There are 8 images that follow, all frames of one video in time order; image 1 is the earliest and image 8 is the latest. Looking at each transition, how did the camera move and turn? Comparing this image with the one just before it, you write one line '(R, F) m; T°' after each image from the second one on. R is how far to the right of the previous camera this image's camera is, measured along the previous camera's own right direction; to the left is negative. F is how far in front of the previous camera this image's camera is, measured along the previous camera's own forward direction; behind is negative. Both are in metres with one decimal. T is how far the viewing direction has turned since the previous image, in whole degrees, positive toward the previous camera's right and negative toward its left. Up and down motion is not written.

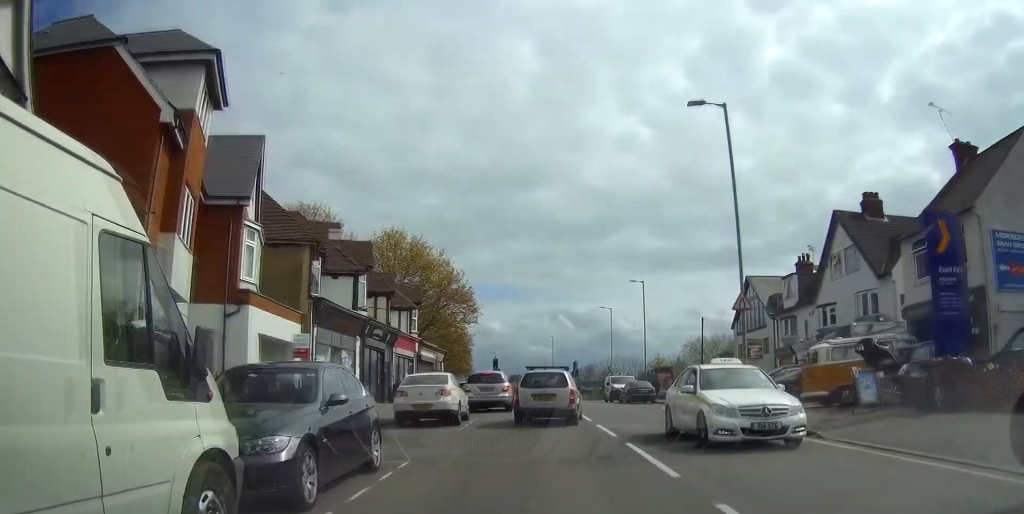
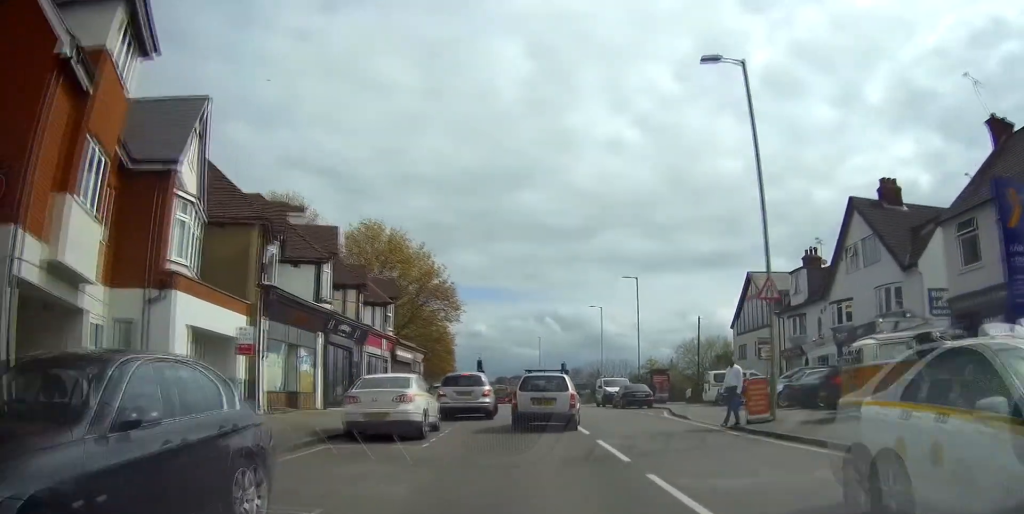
(0.0, +3.8) m; +1°
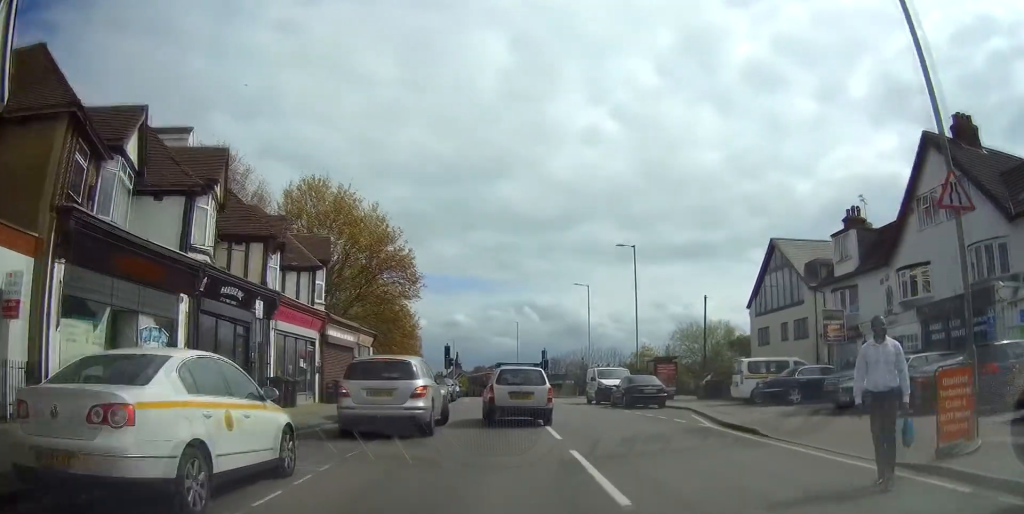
(+0.1, +9.4) m; -1°
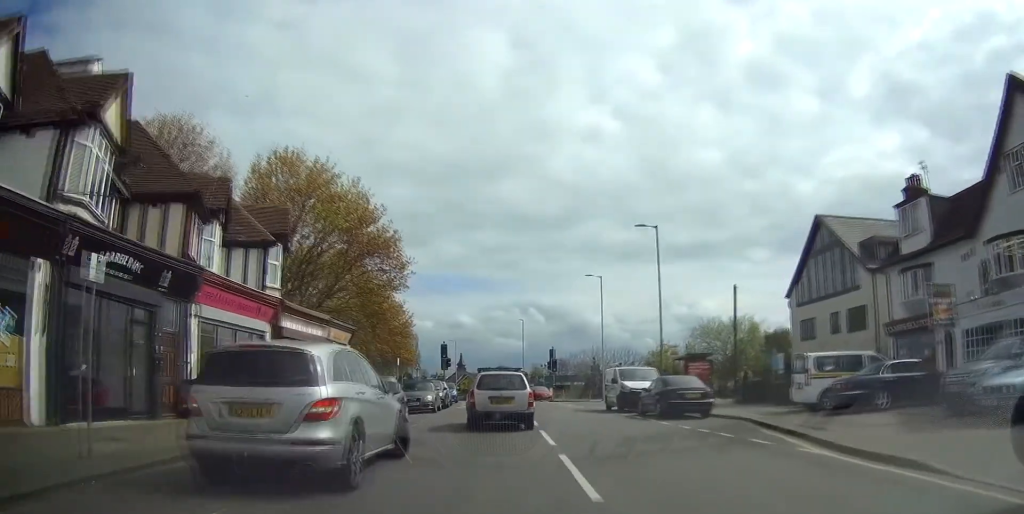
(-0.1, +6.3) m; -1°
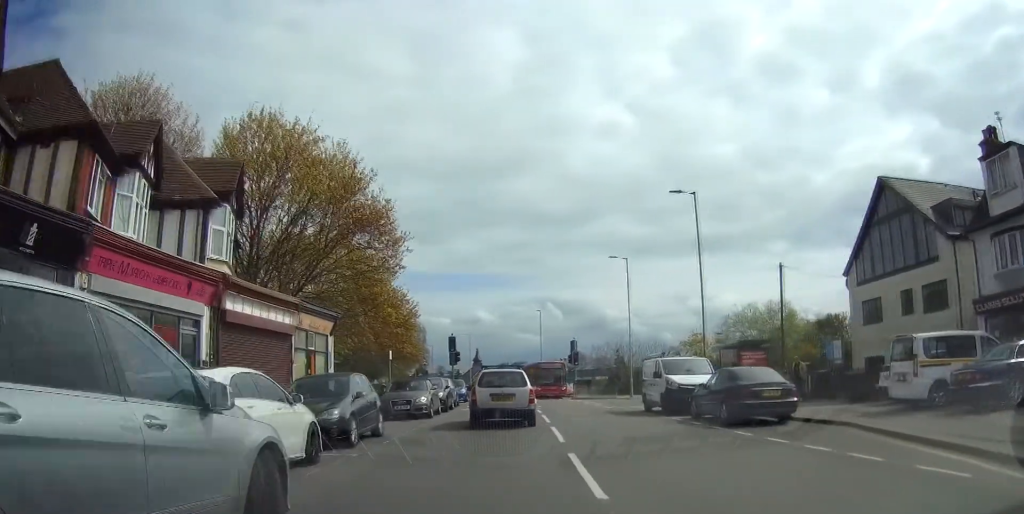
(+0.1, +5.9) m; -2°
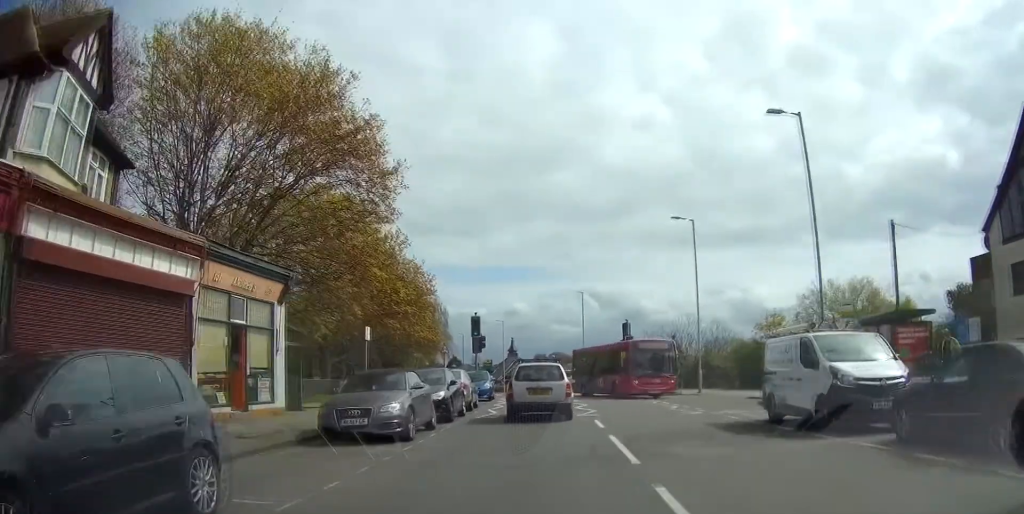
(-0.4, +9.8) m; -2°
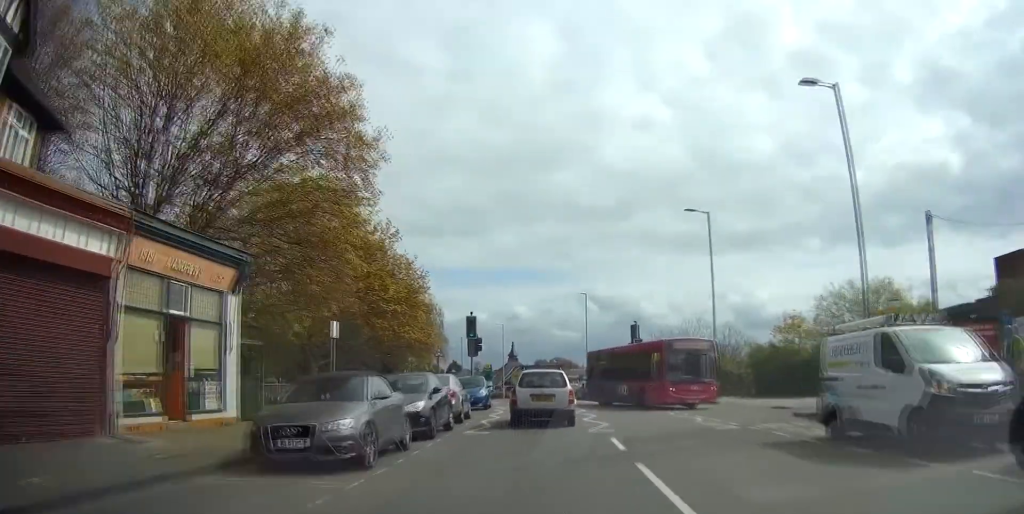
(0.0, +3.2) m; +1°
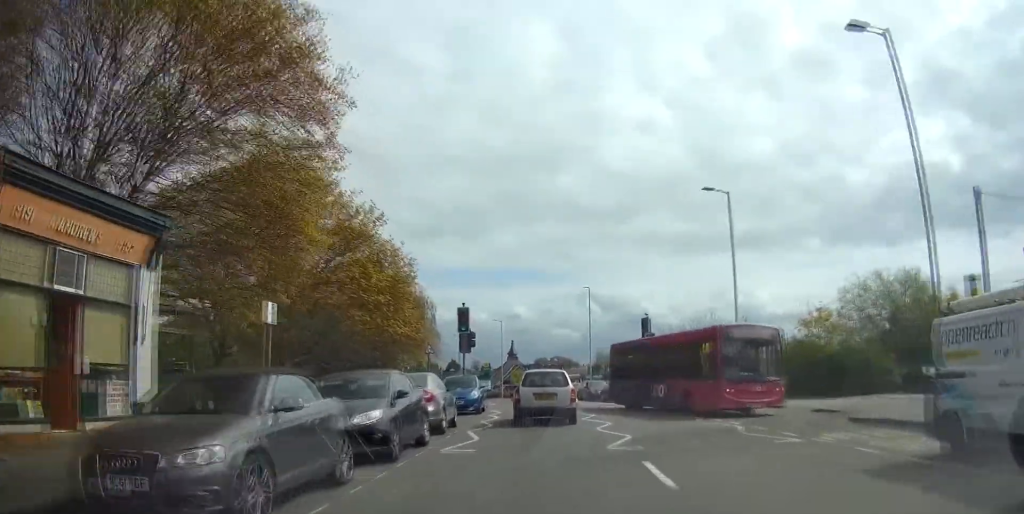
(+0.1, +4.0) m; +1°
